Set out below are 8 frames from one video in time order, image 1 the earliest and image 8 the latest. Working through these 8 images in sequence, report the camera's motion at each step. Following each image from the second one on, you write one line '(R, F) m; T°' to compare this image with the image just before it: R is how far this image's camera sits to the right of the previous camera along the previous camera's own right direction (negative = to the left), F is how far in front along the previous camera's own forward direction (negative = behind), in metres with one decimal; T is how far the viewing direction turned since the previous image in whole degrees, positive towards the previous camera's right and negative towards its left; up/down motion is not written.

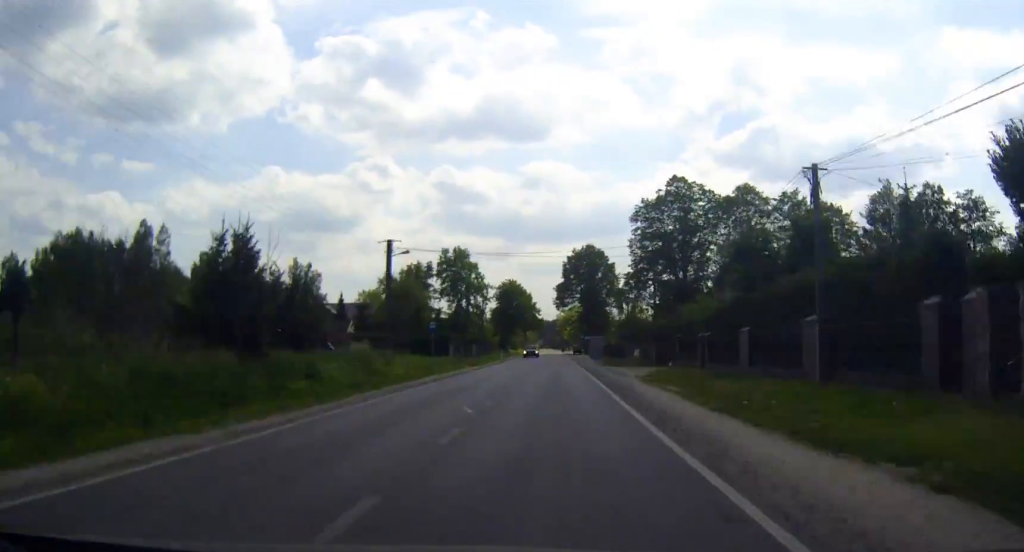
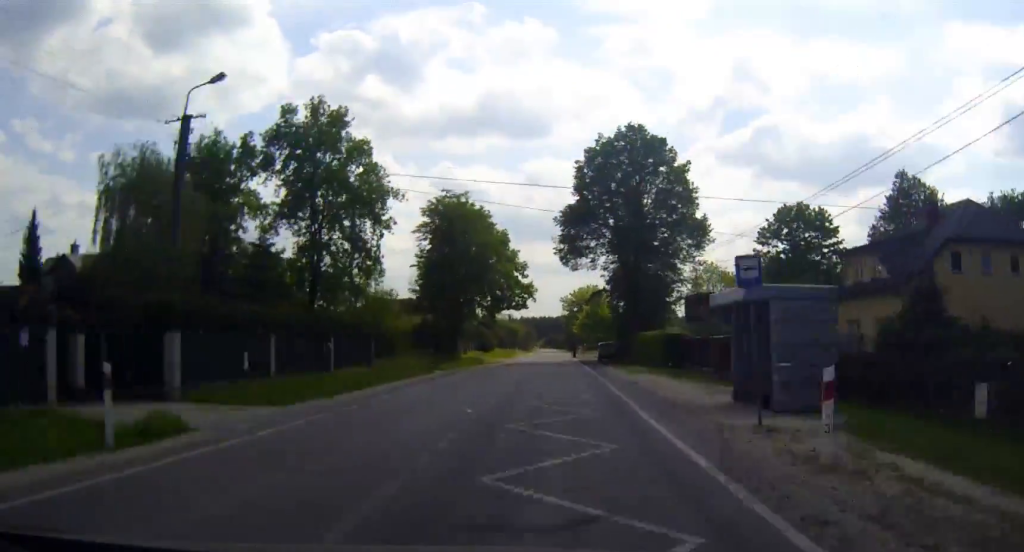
(-0.3, +79.0) m; 0°
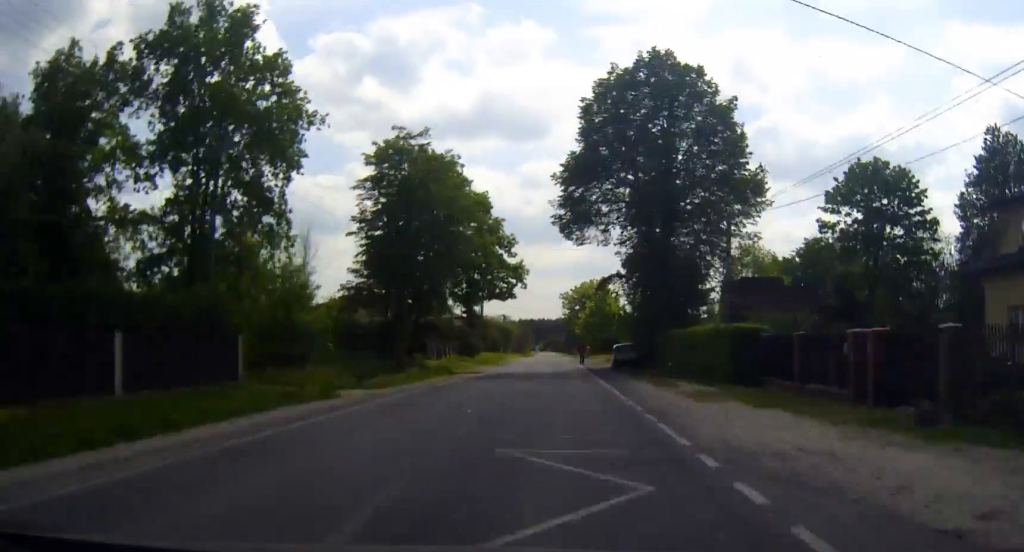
(0.0, +18.1) m; 0°
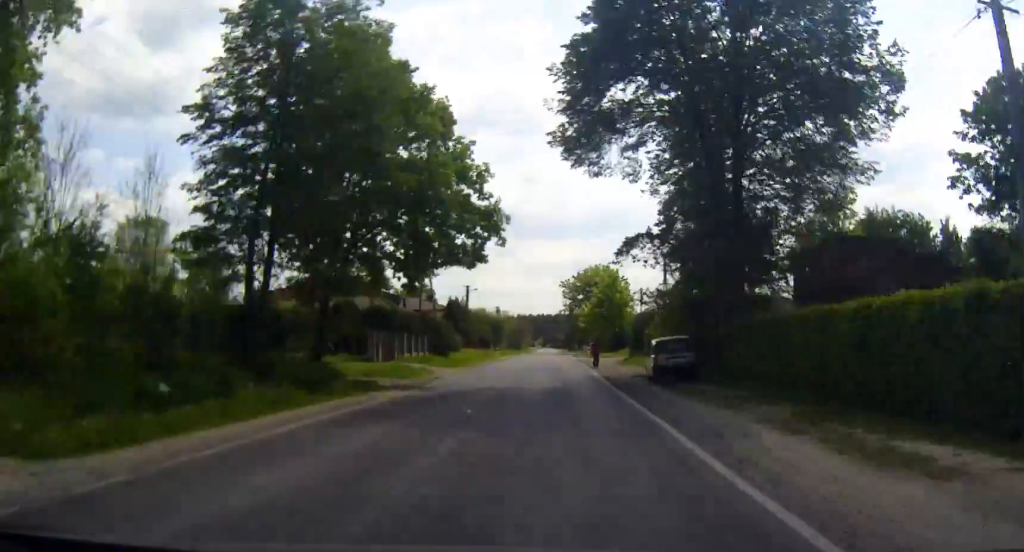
(-0.1, +19.4) m; 0°
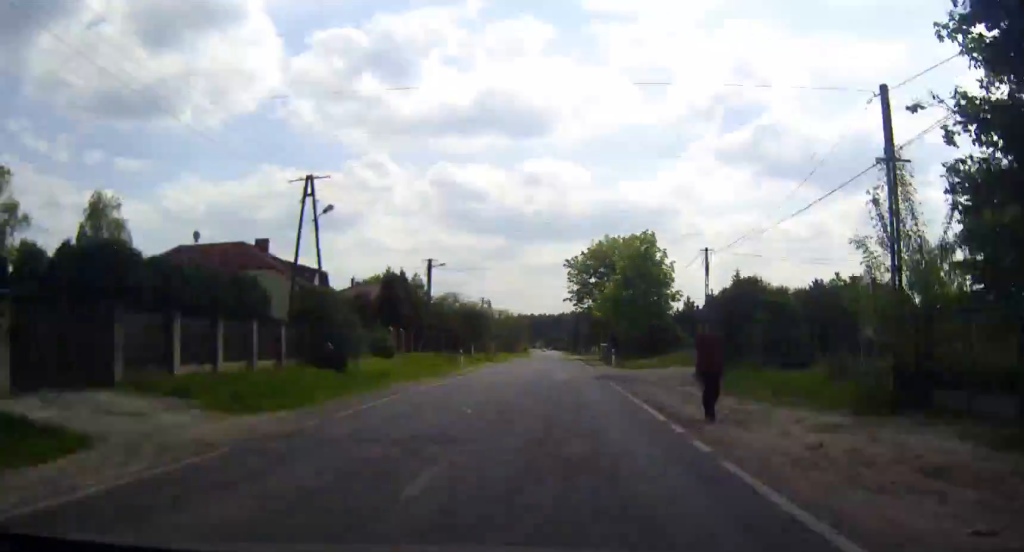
(+0.1, +31.9) m; 0°
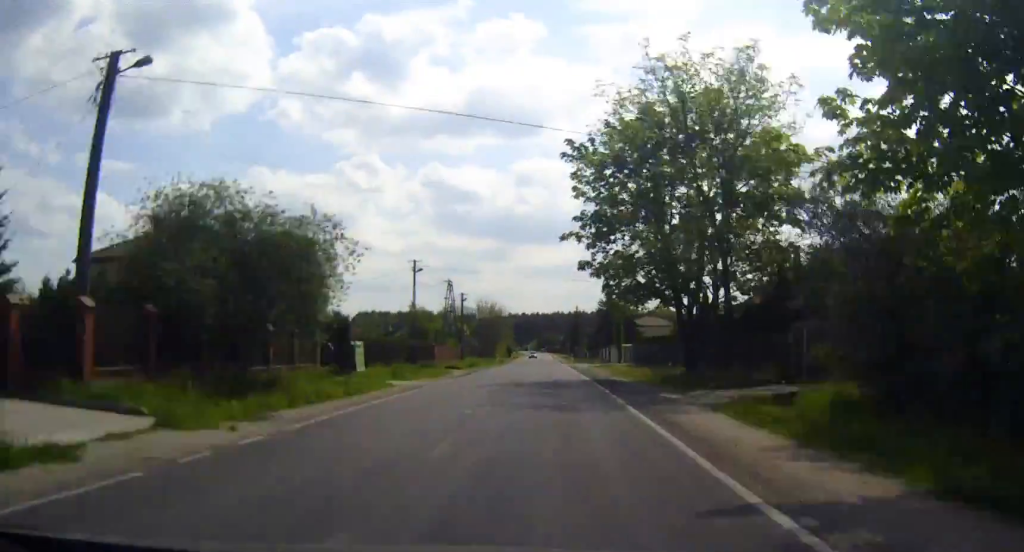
(0.0, +51.5) m; 0°
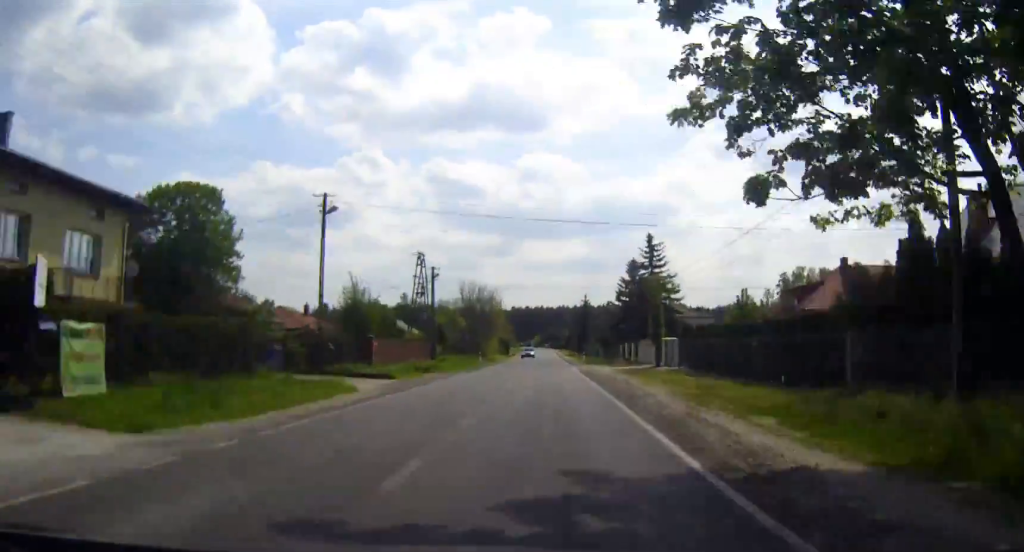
(-0.1, +26.5) m; 0°
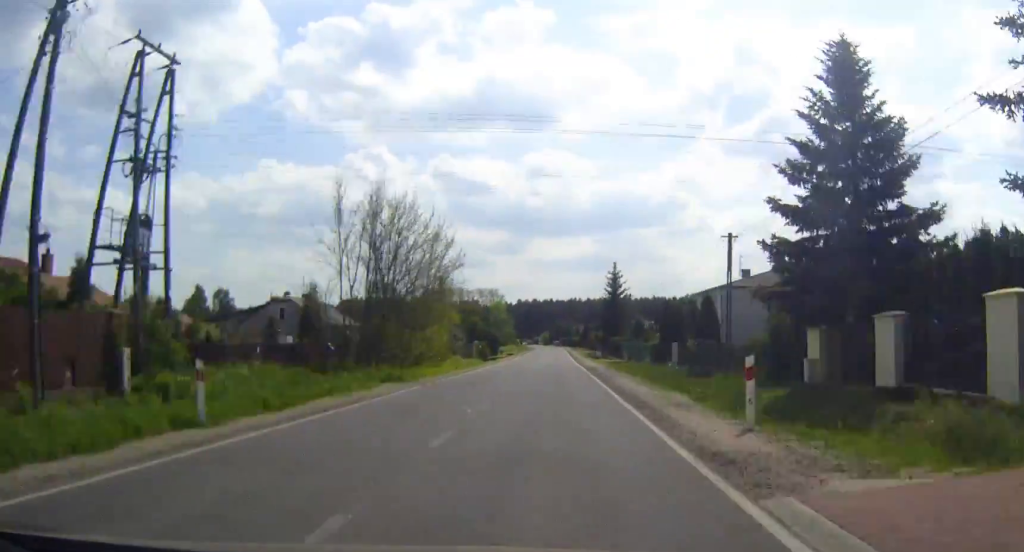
(-0.3, +57.2) m; 0°
